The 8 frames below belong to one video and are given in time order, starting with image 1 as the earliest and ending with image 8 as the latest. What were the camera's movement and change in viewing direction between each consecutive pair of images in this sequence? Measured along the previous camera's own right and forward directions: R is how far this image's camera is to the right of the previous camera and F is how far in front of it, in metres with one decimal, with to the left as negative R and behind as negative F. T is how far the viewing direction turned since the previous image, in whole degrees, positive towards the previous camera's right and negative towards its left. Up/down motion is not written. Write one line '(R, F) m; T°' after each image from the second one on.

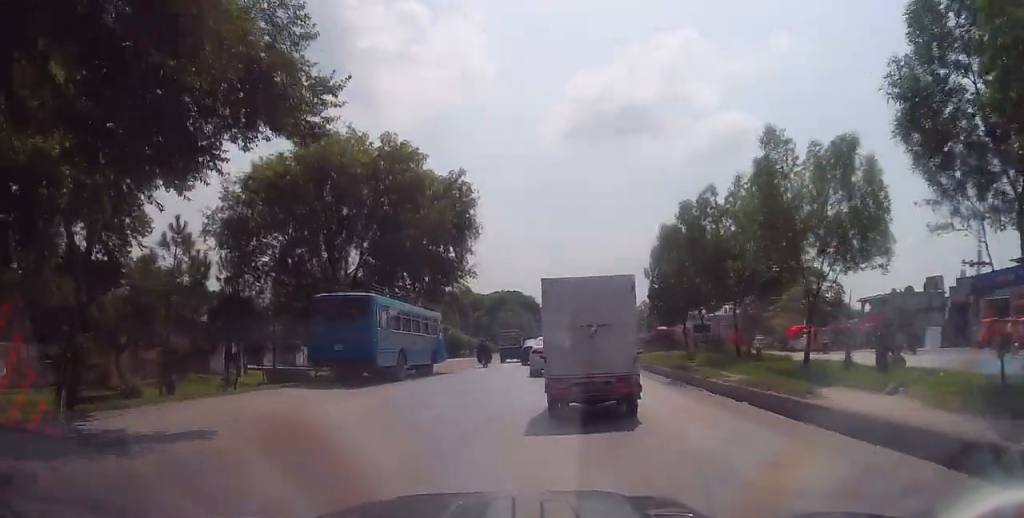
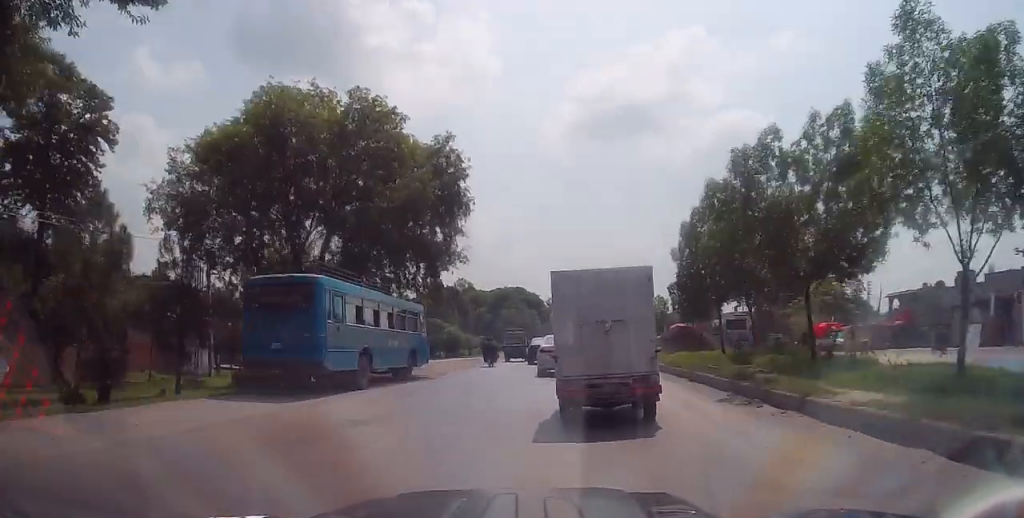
(0.0, +5.4) m; 0°
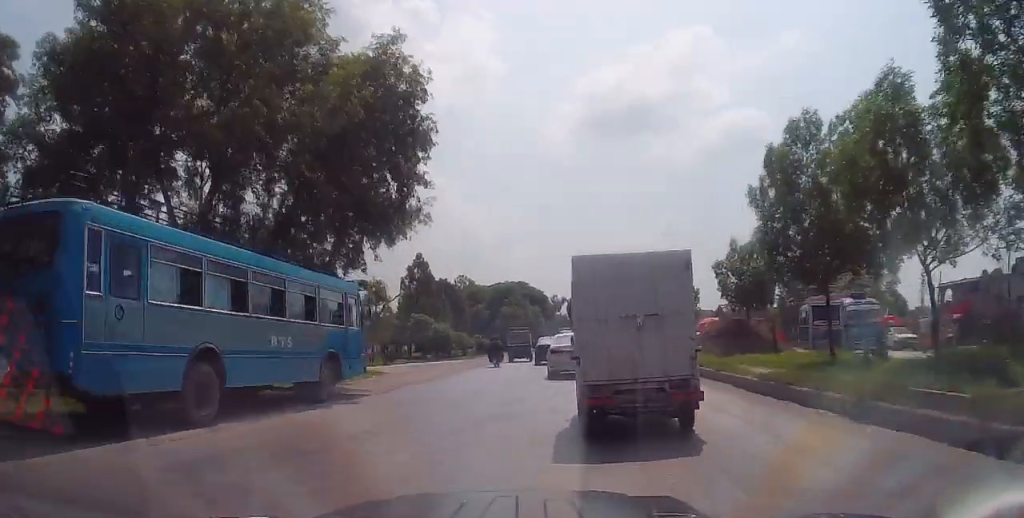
(+0.1, +9.2) m; 0°
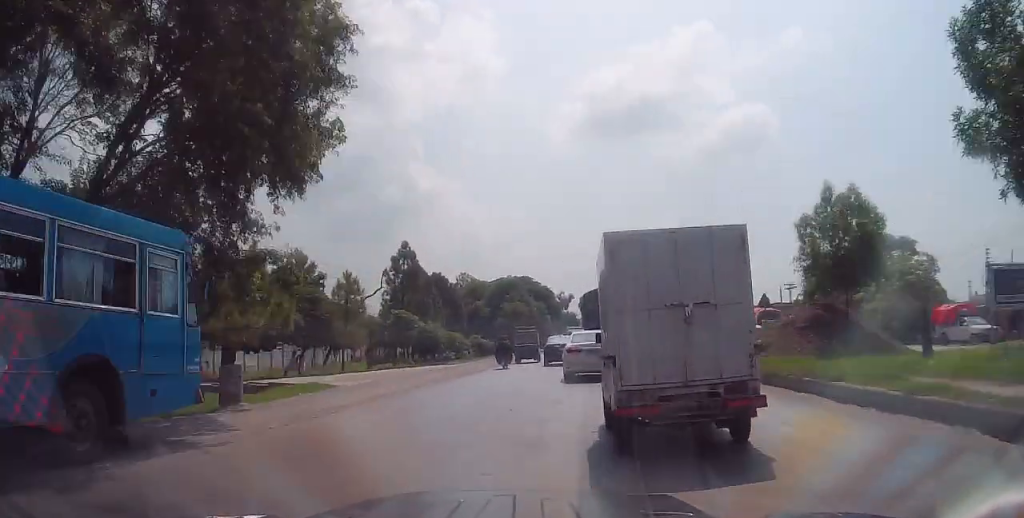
(-0.1, +8.4) m; 0°
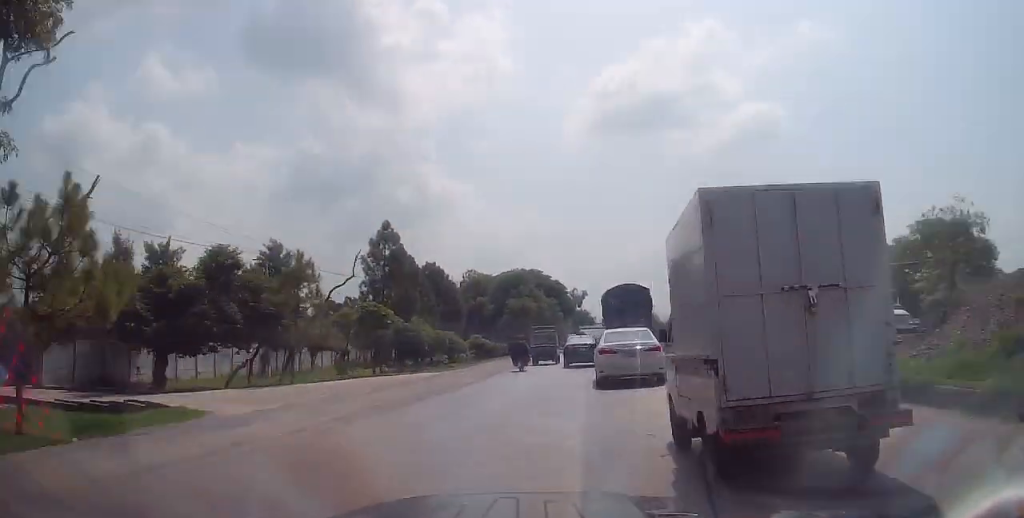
(0.0, +9.5) m; +1°
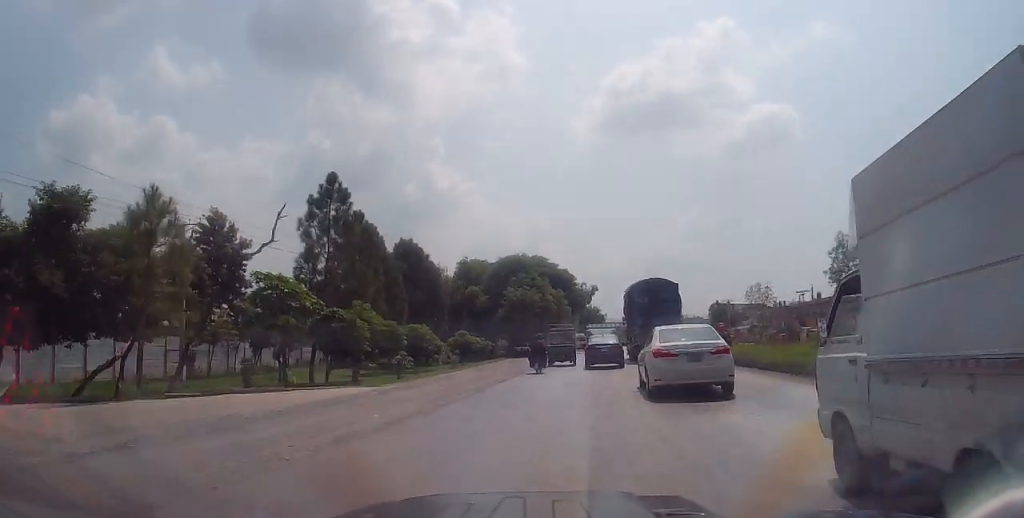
(+0.2, +12.2) m; +1°
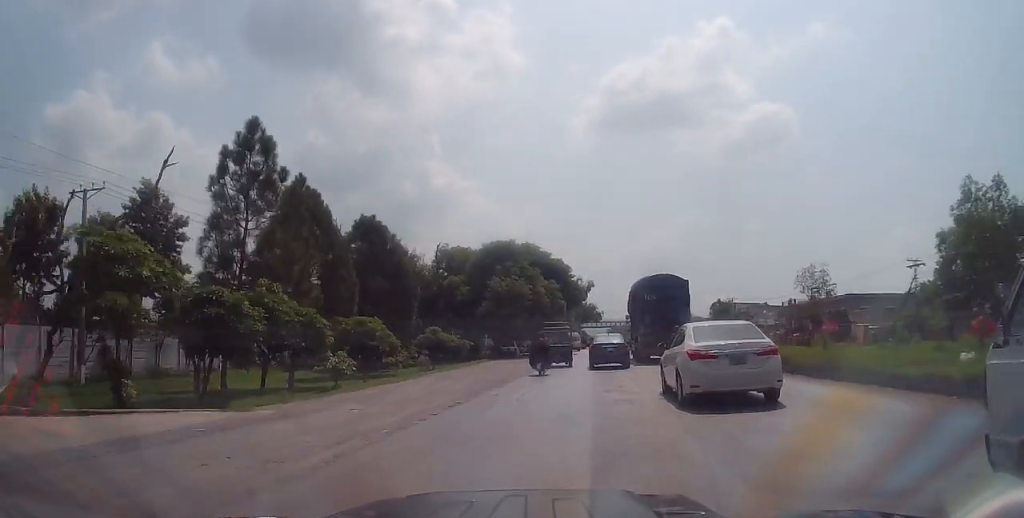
(+0.1, +8.1) m; +1°
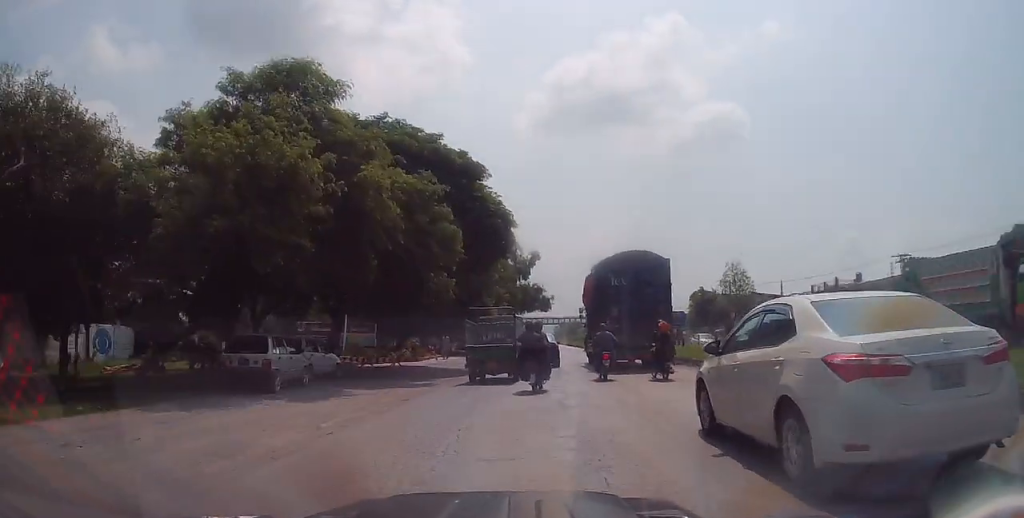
(+1.3, +35.9) m; +1°
